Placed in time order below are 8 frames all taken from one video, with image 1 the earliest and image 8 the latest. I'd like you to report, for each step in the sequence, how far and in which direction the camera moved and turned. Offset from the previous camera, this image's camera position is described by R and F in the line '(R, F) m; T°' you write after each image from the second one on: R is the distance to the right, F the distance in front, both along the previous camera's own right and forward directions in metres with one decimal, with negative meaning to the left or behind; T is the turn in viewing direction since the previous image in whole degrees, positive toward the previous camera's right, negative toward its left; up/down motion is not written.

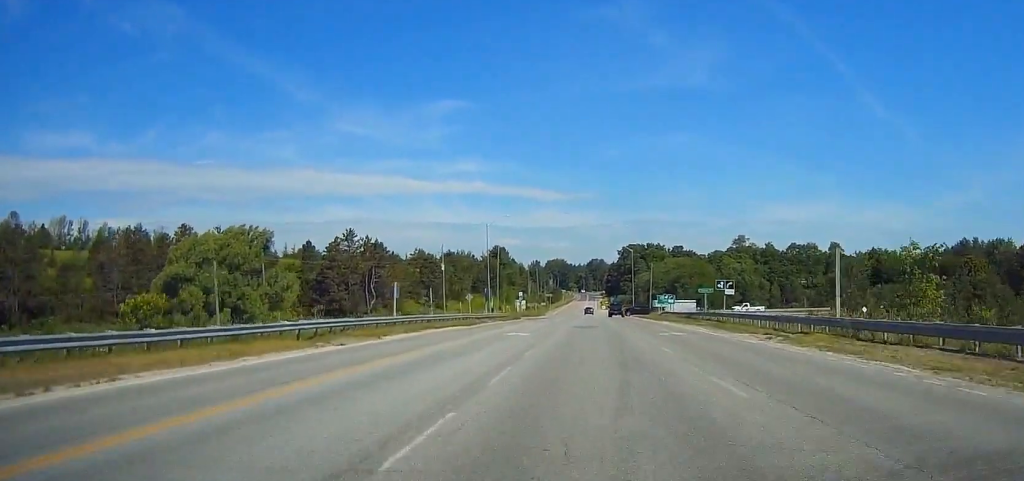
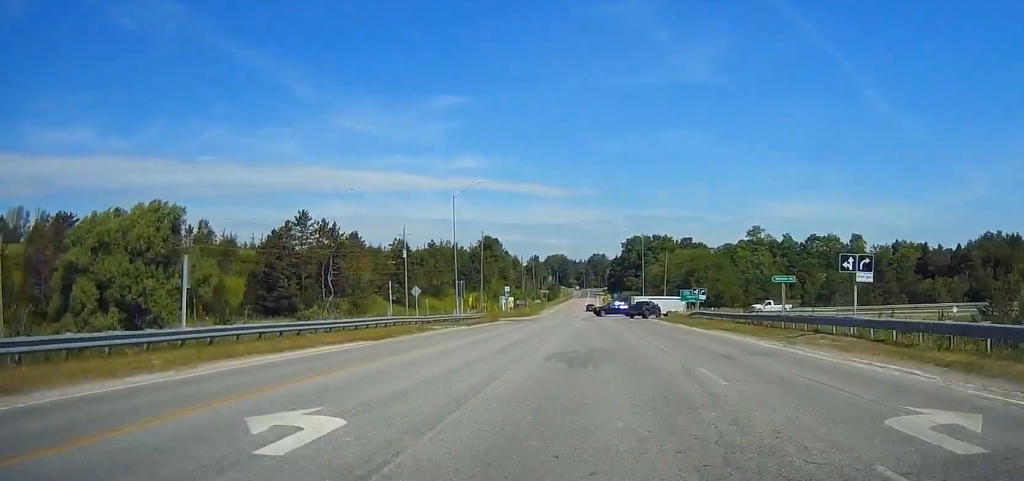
(+0.3, +24.9) m; 0°
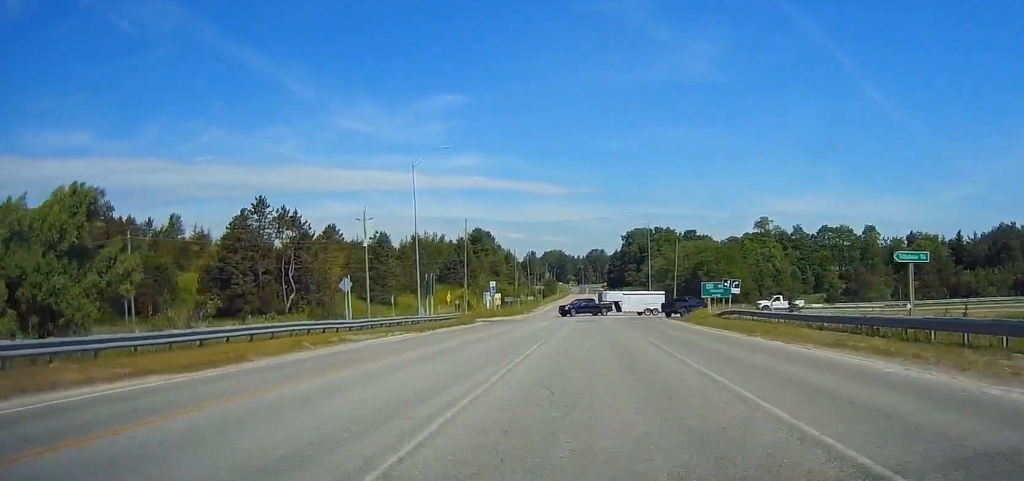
(-0.1, +15.3) m; 0°
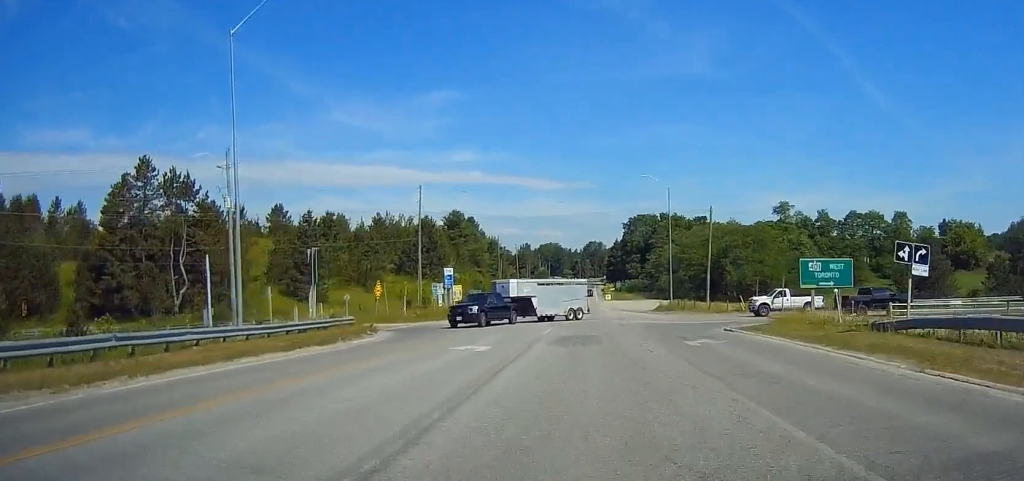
(+0.5, +29.8) m; +1°
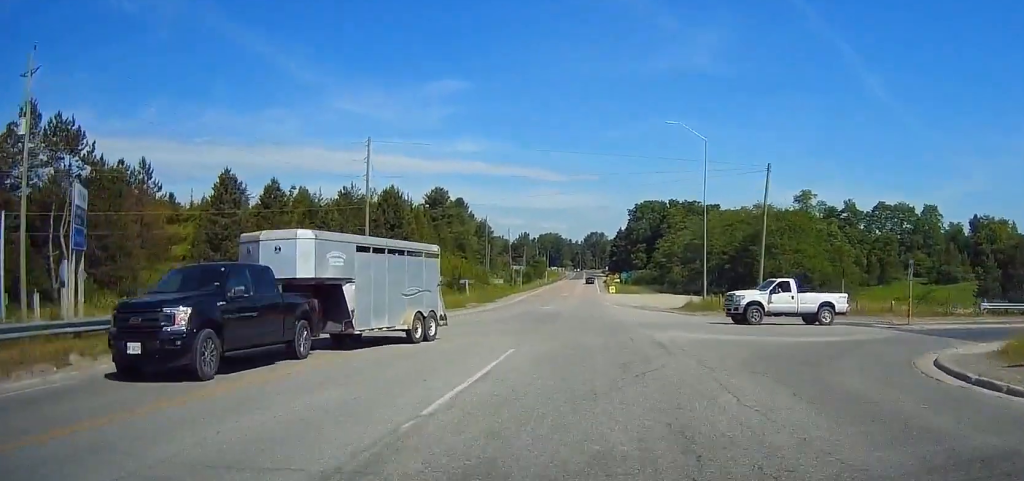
(-0.2, +18.1) m; 0°
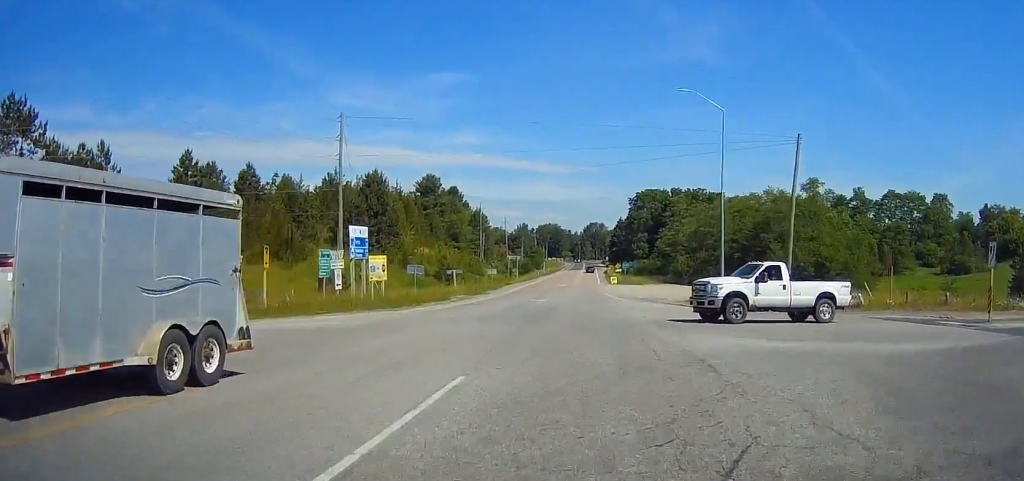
(+0.2, +3.7) m; -1°
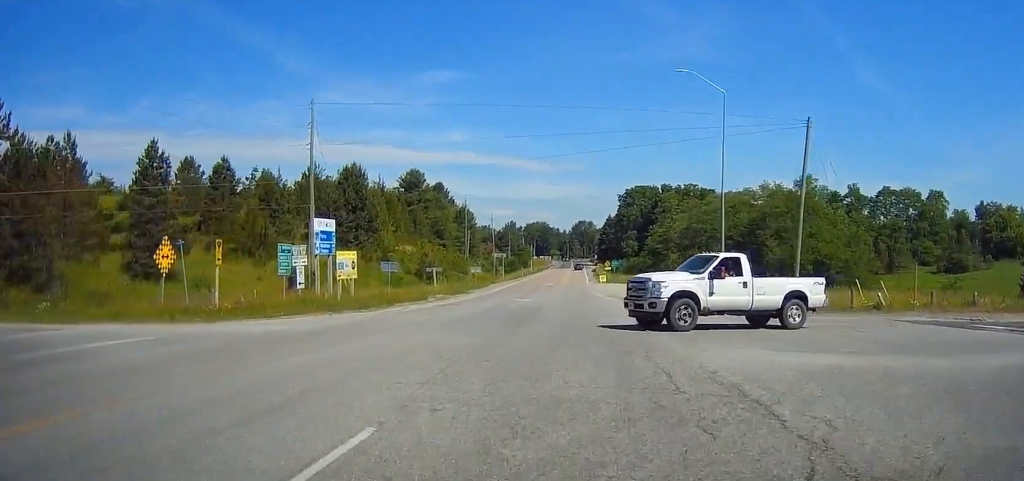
(+0.2, +2.9) m; -1°
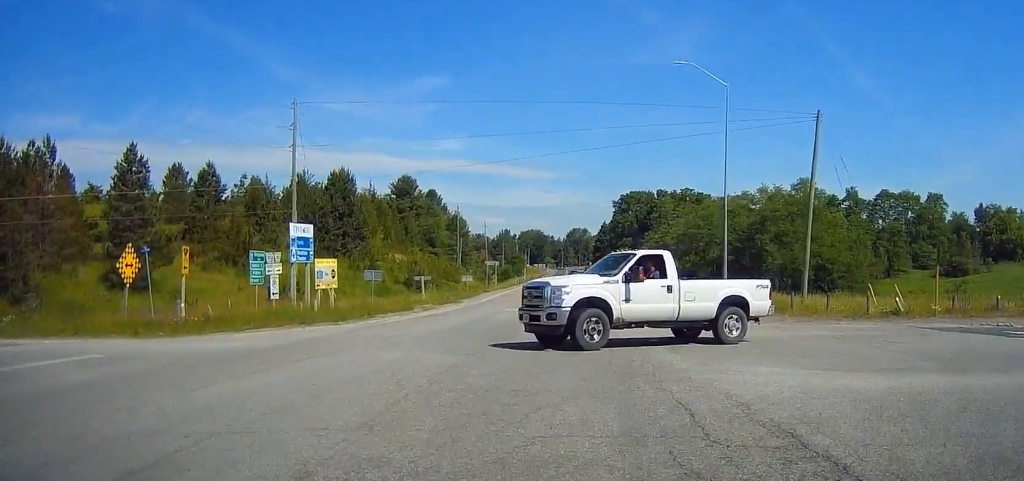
(-0.3, +0.8) m; -1°
